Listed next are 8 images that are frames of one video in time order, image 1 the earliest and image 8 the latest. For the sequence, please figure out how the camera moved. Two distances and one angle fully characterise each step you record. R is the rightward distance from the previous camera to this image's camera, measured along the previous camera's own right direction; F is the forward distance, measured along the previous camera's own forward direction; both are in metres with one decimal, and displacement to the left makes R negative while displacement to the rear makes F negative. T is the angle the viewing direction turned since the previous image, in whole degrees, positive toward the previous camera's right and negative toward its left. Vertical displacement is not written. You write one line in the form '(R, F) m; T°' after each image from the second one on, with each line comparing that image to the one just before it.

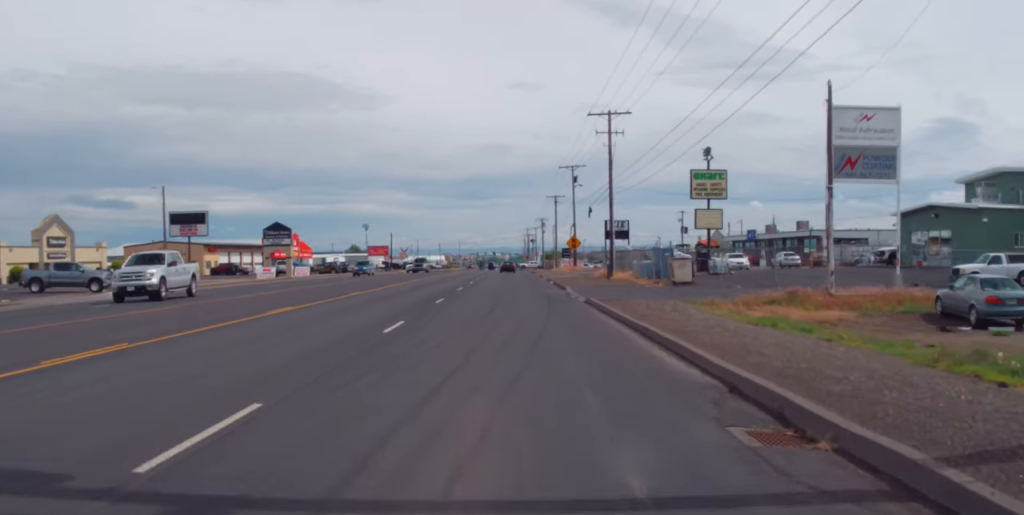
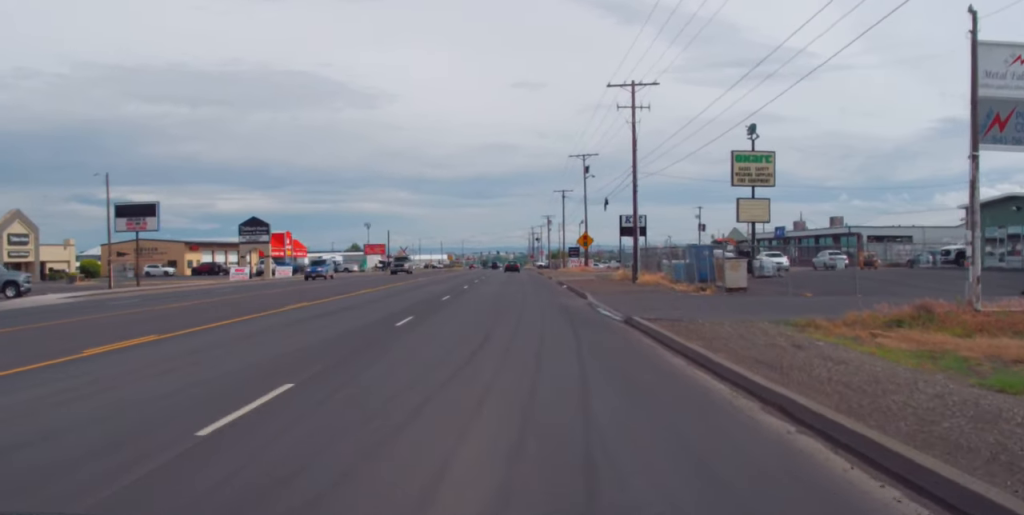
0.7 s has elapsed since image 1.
(0.0, +11.2) m; 0°
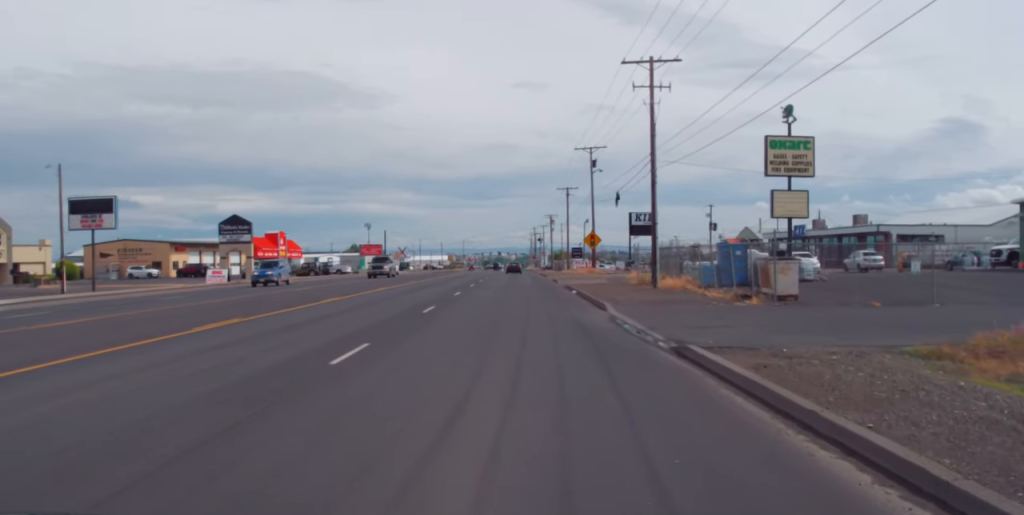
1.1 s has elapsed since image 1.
(0.0, +7.1) m; 0°
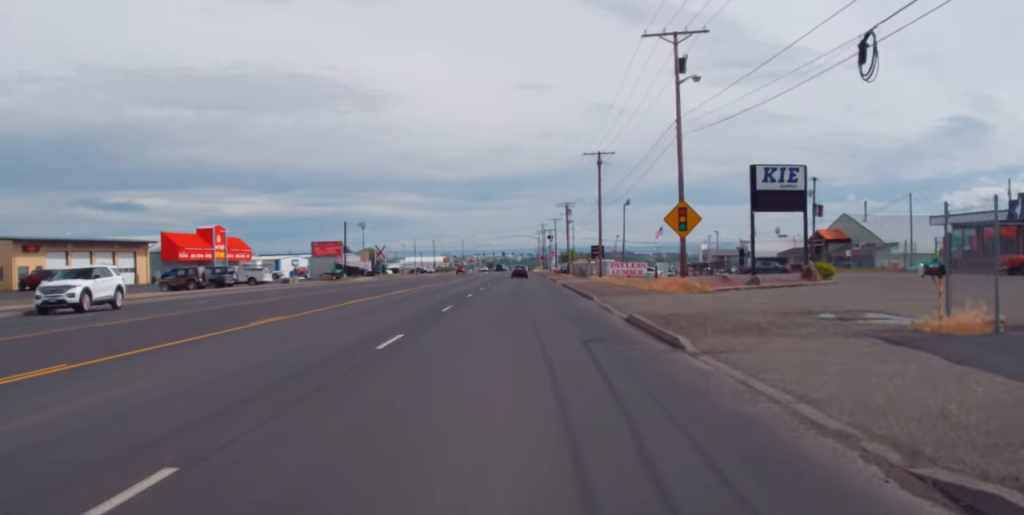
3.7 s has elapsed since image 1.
(-0.8, +46.6) m; -2°
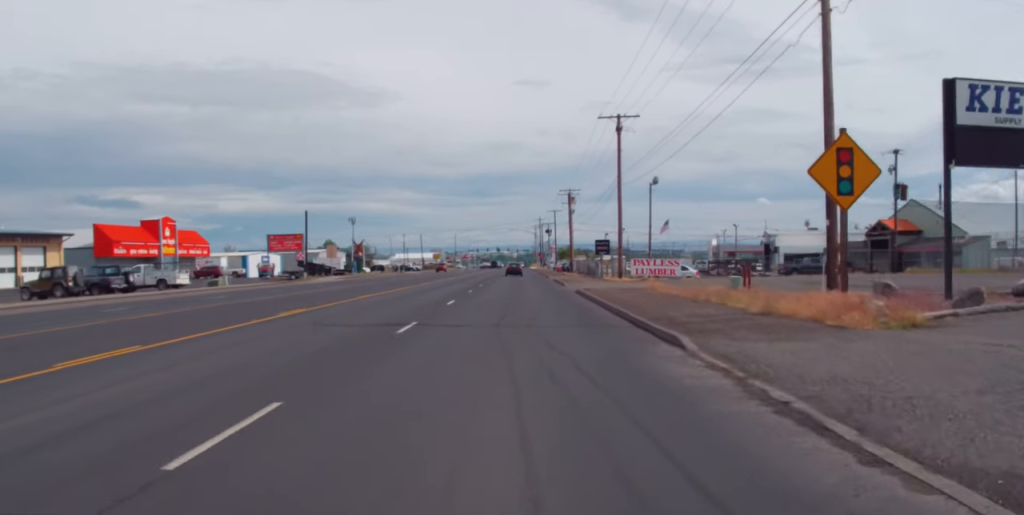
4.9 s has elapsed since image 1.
(0.0, +21.6) m; +1°
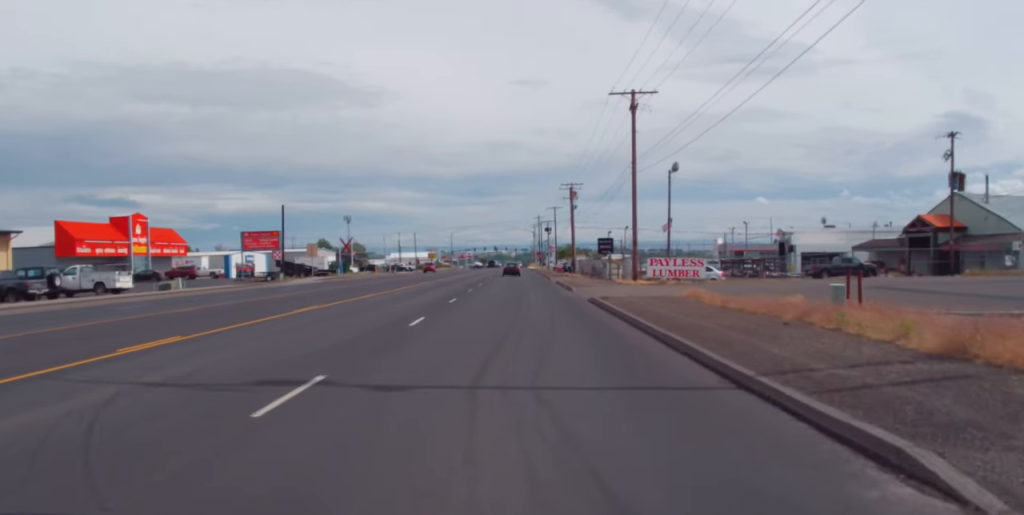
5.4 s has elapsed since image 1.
(0.0, +10.0) m; +1°
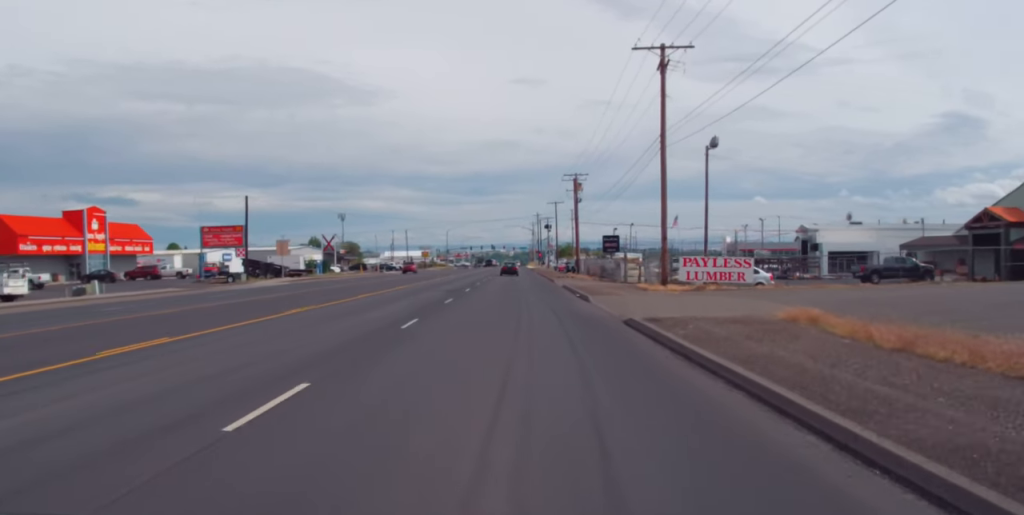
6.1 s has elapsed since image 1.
(+0.3, +13.1) m; 0°
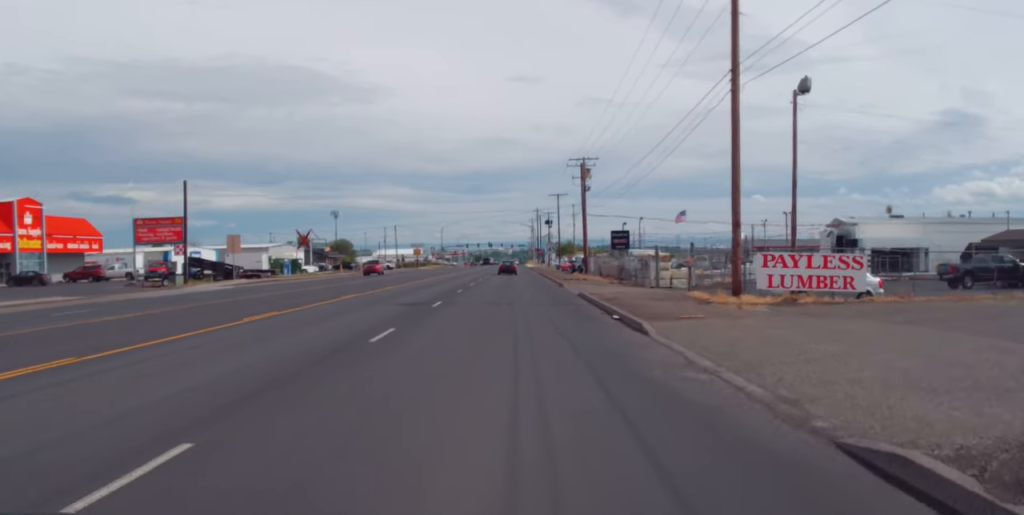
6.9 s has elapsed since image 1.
(0.0, +16.1) m; 0°
